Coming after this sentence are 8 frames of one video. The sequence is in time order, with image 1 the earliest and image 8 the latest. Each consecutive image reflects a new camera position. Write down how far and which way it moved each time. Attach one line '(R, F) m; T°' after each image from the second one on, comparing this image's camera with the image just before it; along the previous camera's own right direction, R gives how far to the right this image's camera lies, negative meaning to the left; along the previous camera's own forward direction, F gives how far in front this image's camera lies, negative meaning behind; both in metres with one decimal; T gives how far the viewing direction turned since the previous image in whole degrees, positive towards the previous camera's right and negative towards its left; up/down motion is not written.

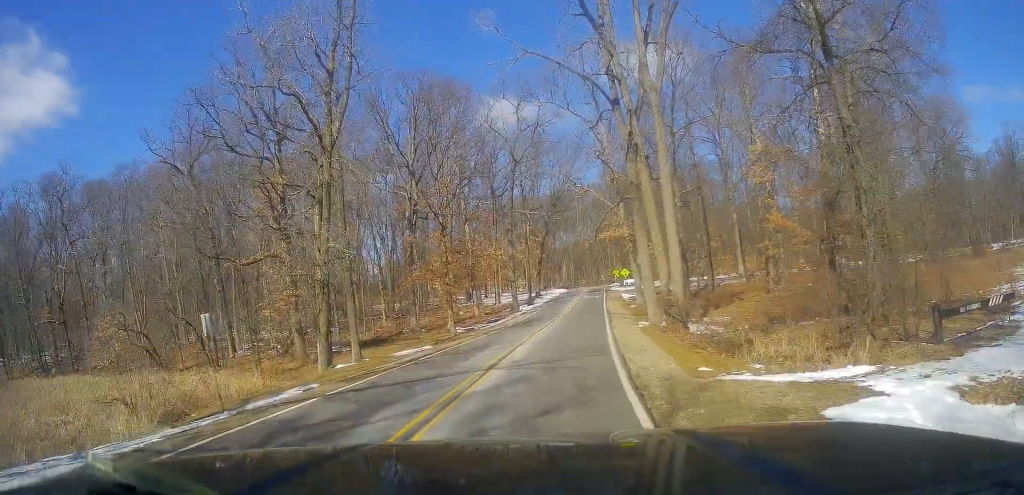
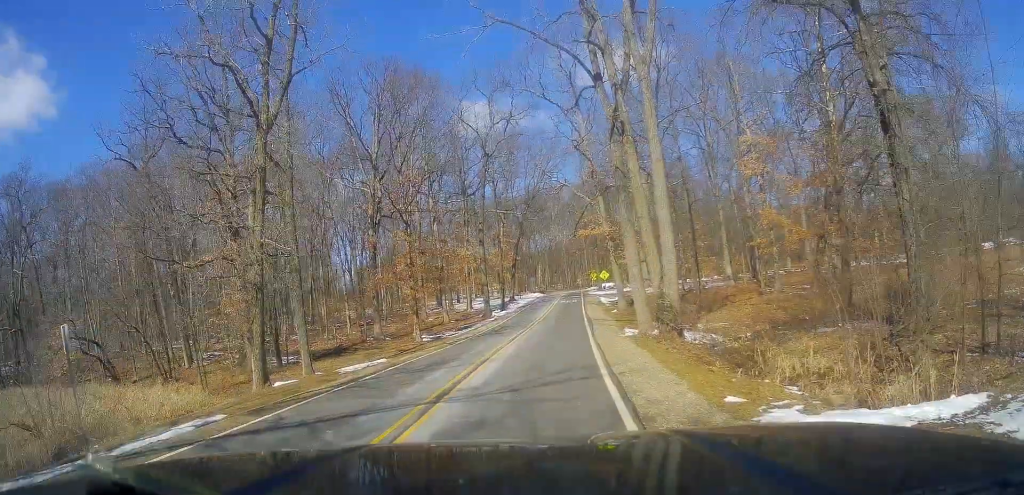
(-0.4, +3.7) m; -2°
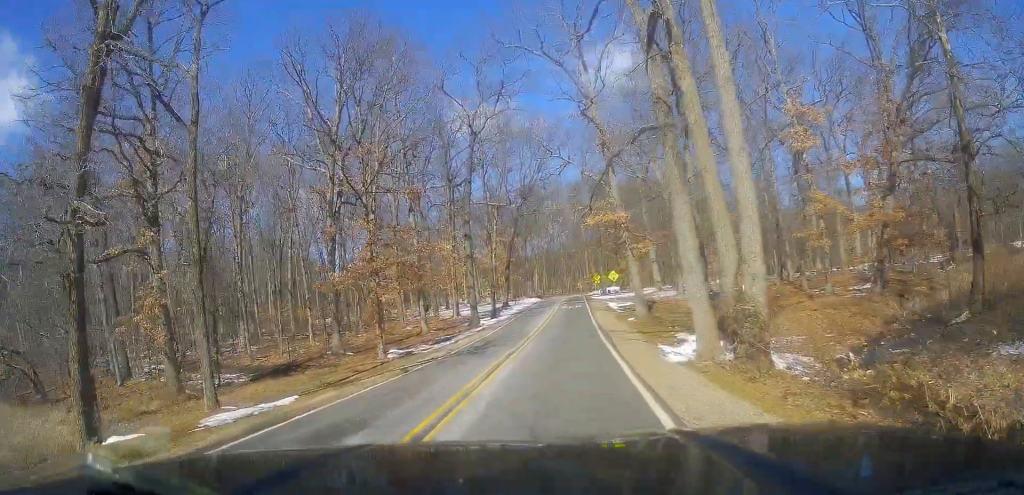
(+1.2, +8.2) m; +5°
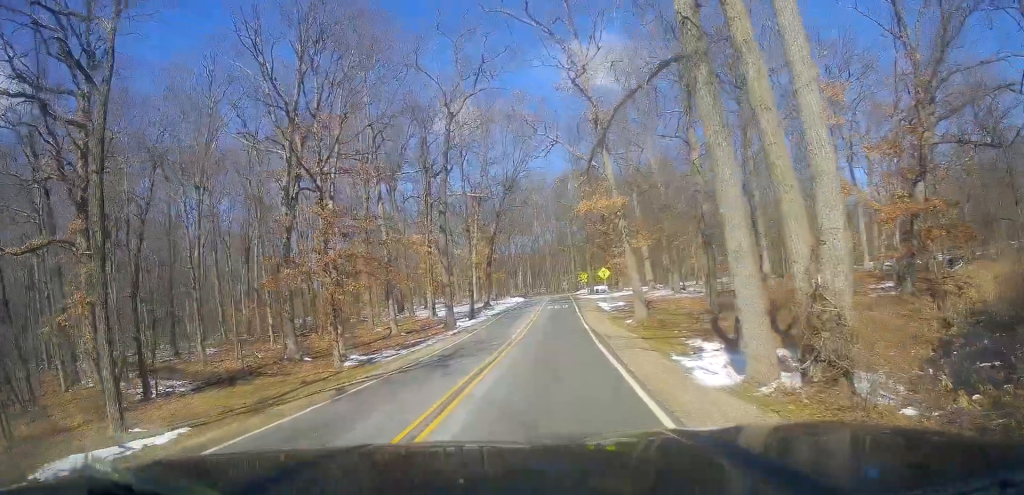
(-0.4, +4.5) m; +1°
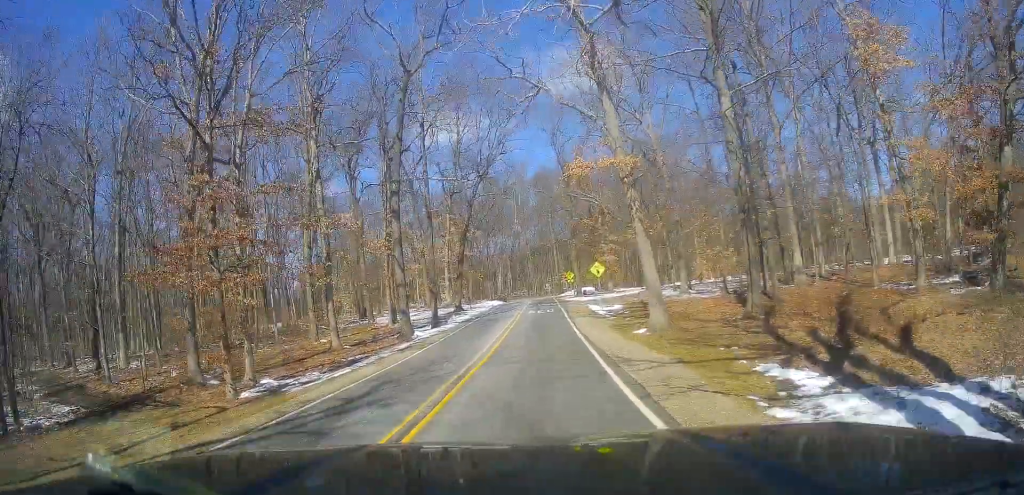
(+0.6, +8.5) m; +1°
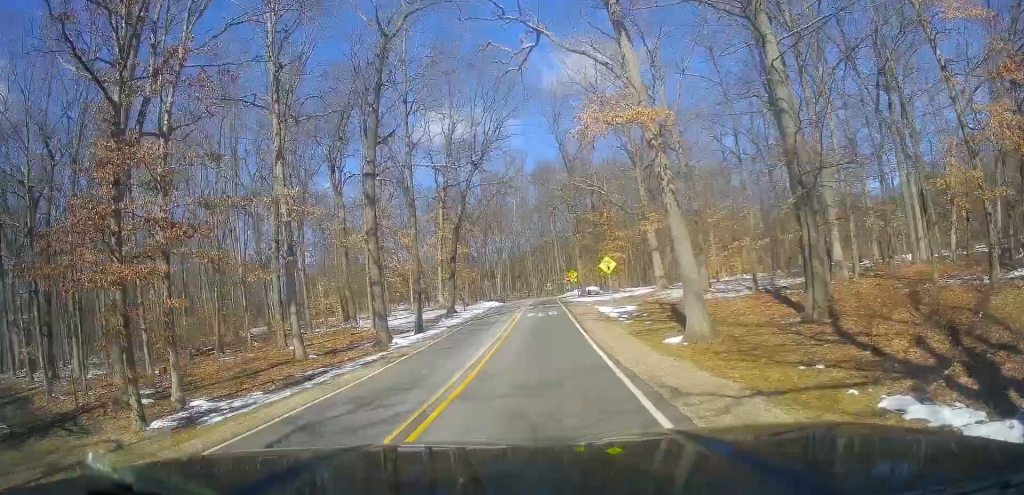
(-0.6, +5.2) m; 0°
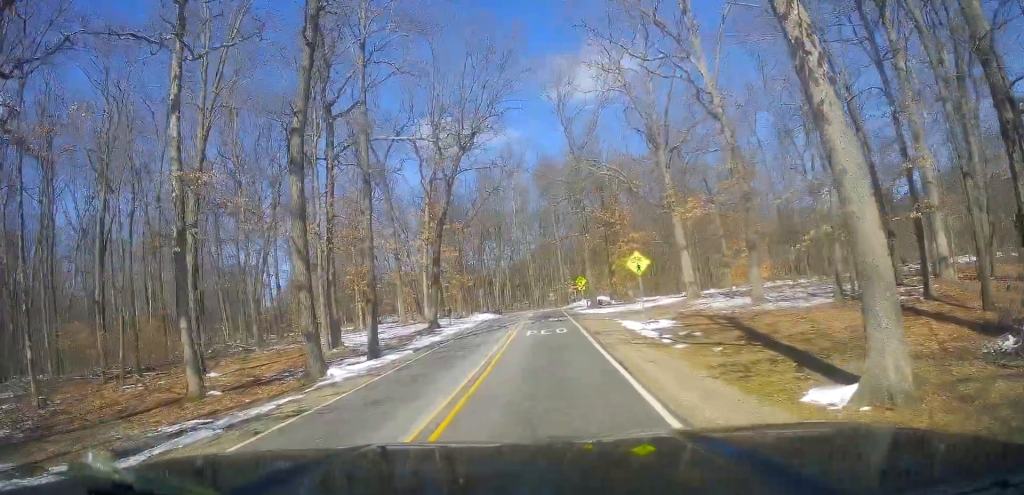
(+0.8, +9.5) m; +7°
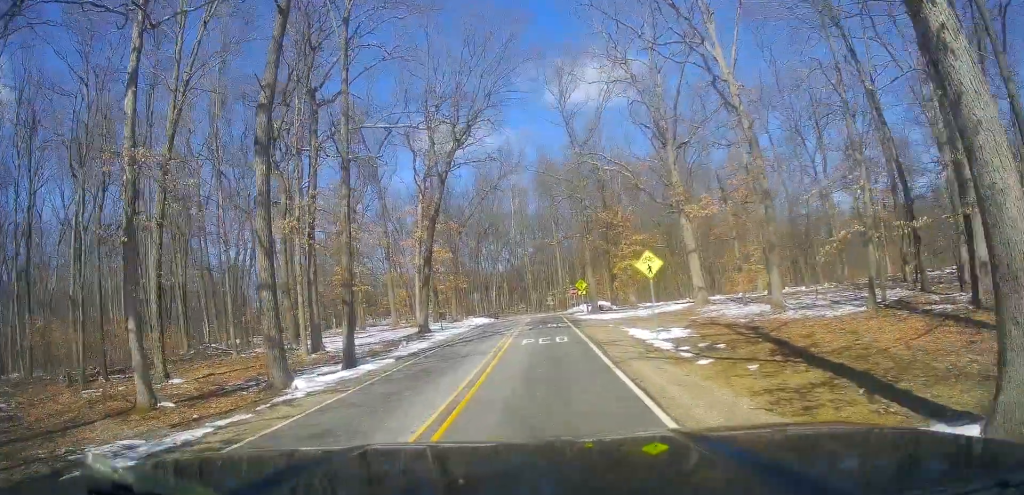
(0.0, +2.8) m; 0°
